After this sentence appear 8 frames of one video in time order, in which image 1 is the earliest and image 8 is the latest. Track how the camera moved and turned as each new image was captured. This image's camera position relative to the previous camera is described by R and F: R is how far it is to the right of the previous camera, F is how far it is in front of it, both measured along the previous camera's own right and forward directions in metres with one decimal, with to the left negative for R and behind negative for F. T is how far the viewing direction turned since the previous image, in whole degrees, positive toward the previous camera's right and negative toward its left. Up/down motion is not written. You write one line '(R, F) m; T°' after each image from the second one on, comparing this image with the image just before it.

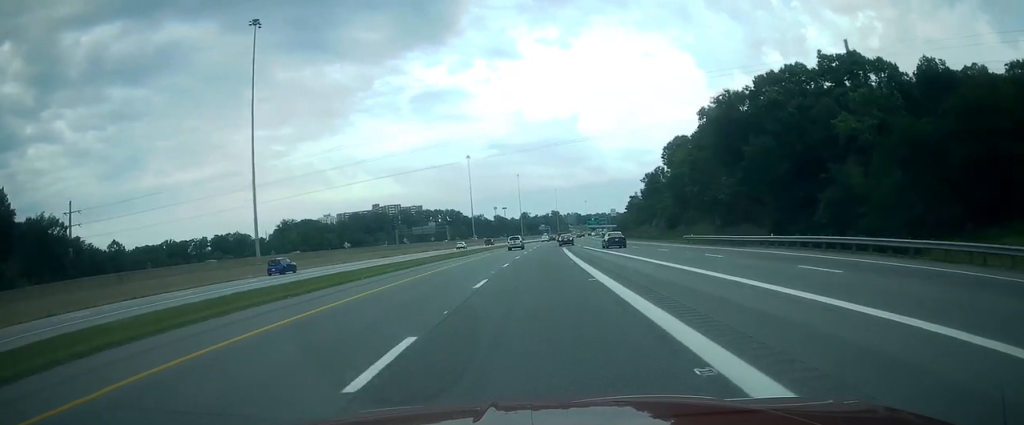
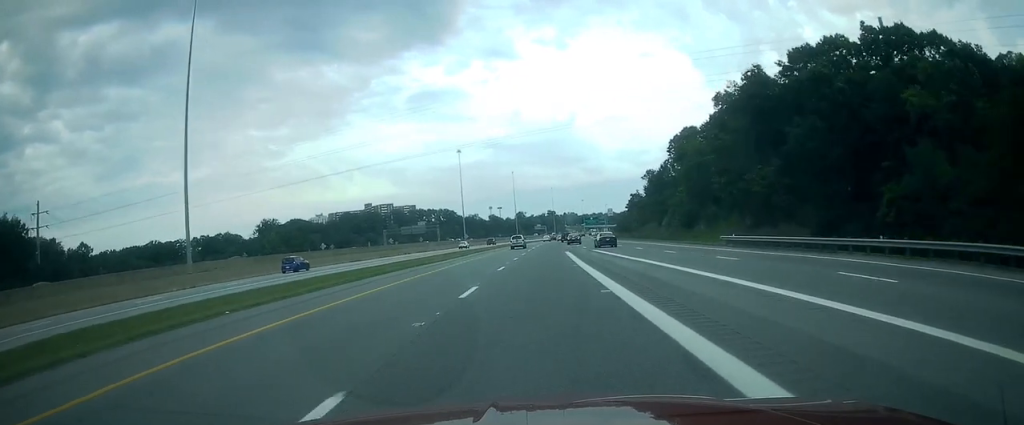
(0.0, +15.1) m; 0°
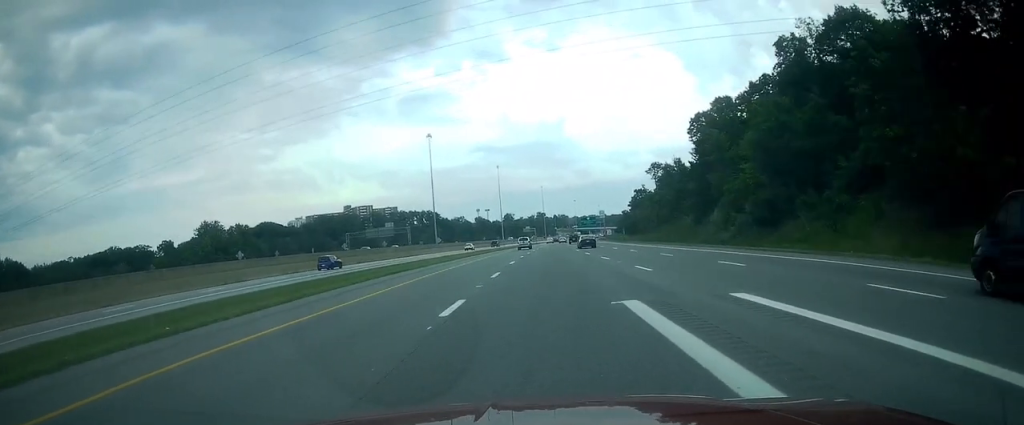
(+0.3, +40.3) m; +1°
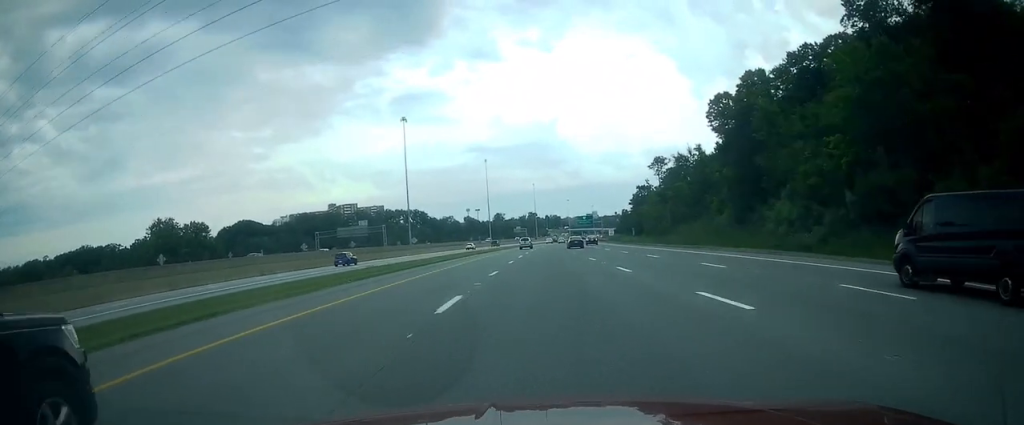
(+0.2, +23.4) m; 0°
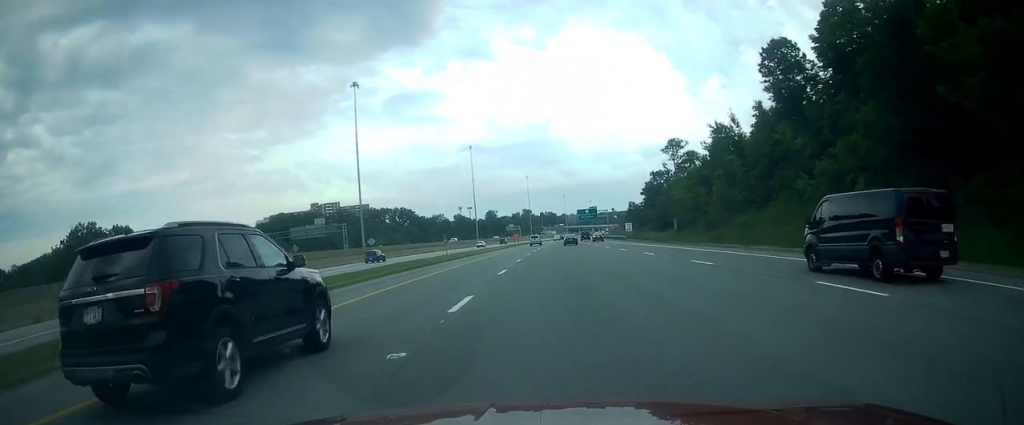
(-0.2, +37.6) m; 0°
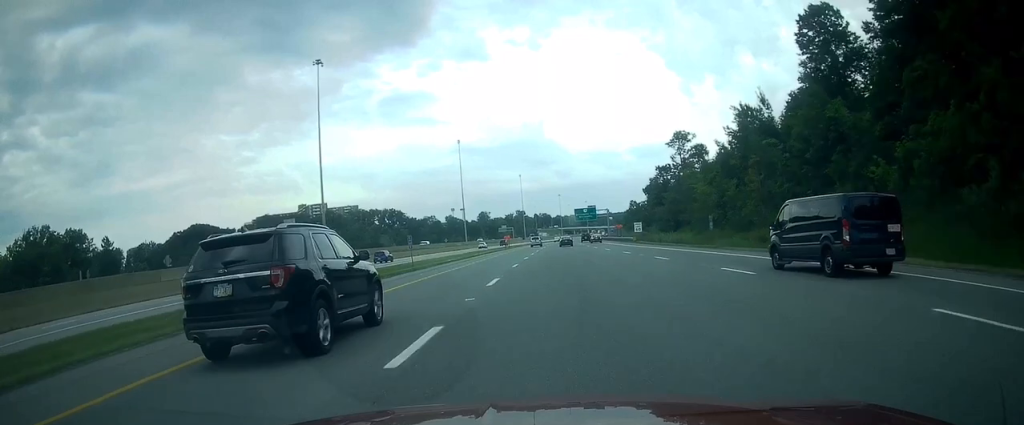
(+0.2, +16.9) m; +1°
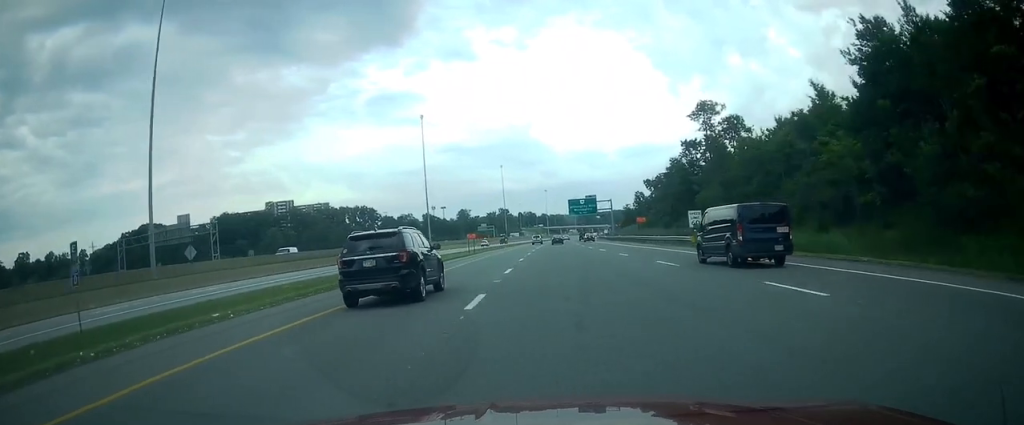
(+0.6, +43.9) m; +1°
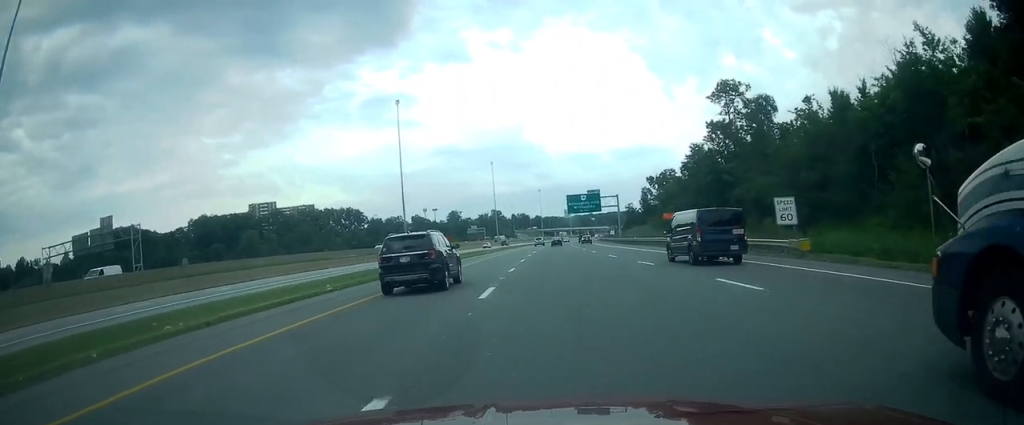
(+0.1, +21.5) m; 0°
